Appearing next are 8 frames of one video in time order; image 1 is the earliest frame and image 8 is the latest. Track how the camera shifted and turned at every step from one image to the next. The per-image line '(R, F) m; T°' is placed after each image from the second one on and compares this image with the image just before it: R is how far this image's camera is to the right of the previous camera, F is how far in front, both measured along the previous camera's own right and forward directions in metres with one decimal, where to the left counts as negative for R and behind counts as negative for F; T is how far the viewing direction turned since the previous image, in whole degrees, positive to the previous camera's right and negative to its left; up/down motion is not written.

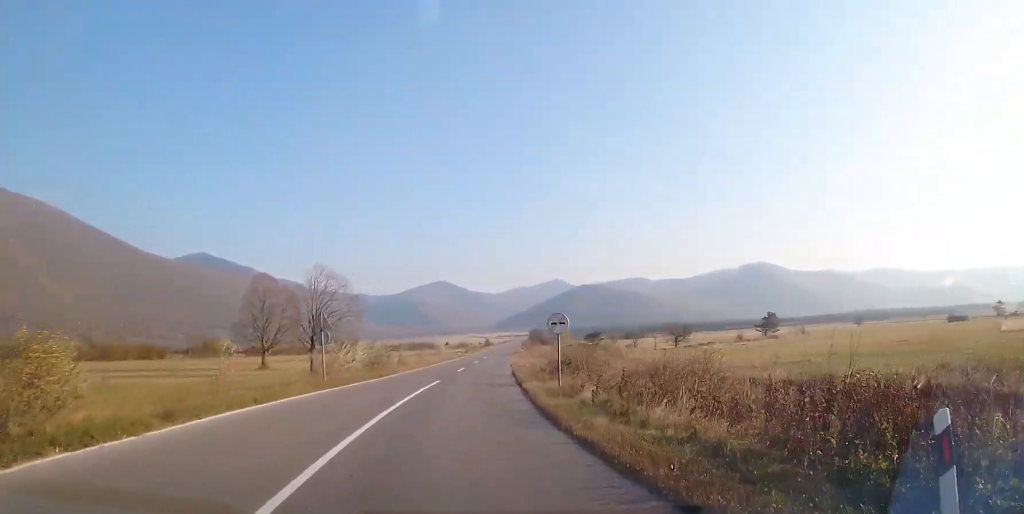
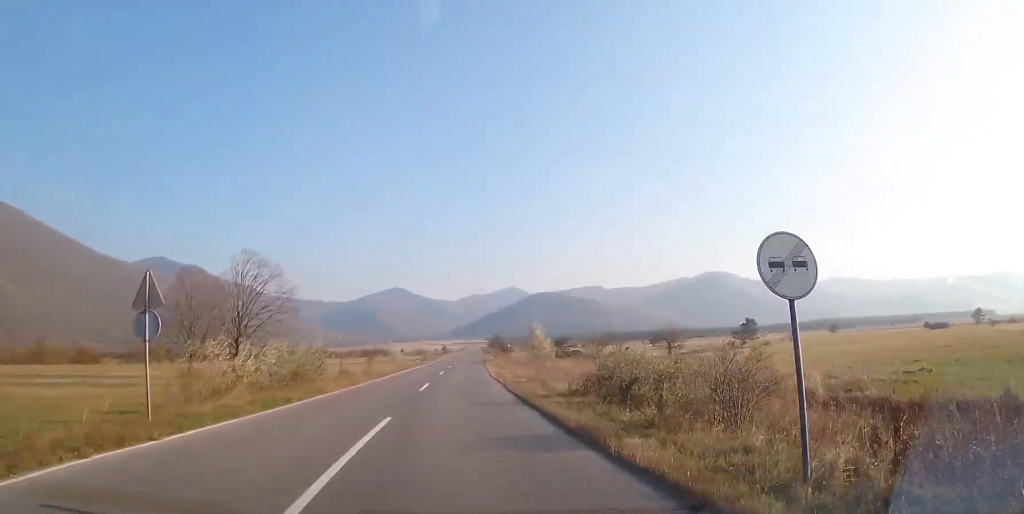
(+0.7, +13.5) m; +4°
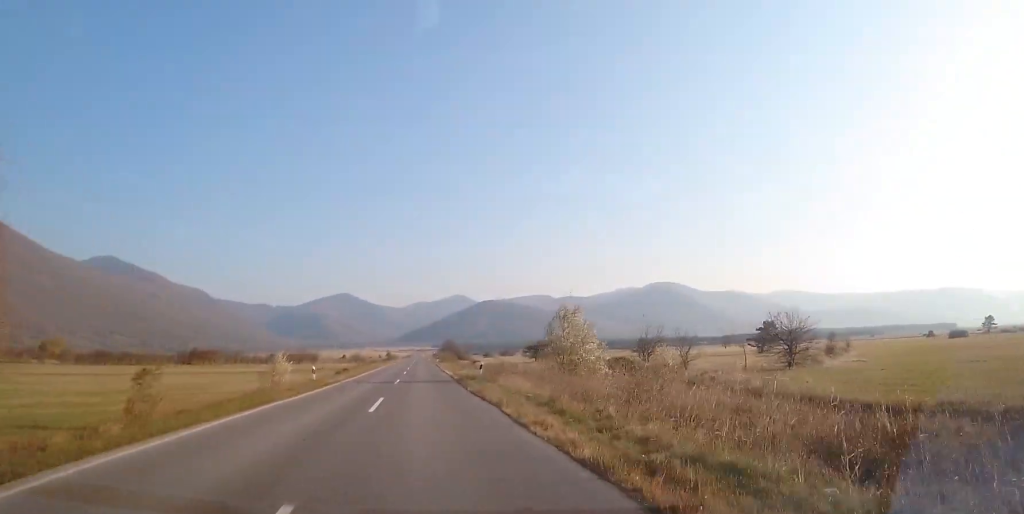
(+2.8, +38.5) m; +5°
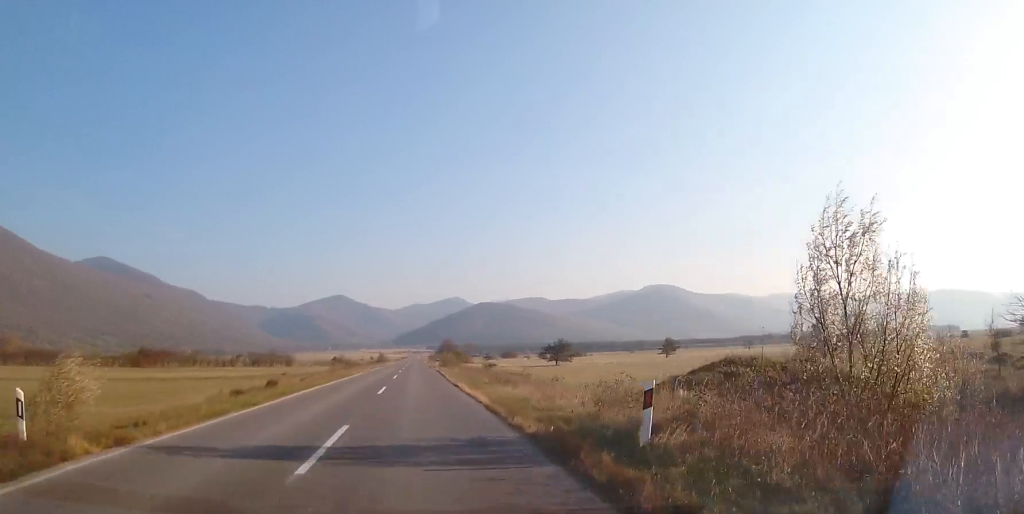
(-0.2, +23.5) m; -1°
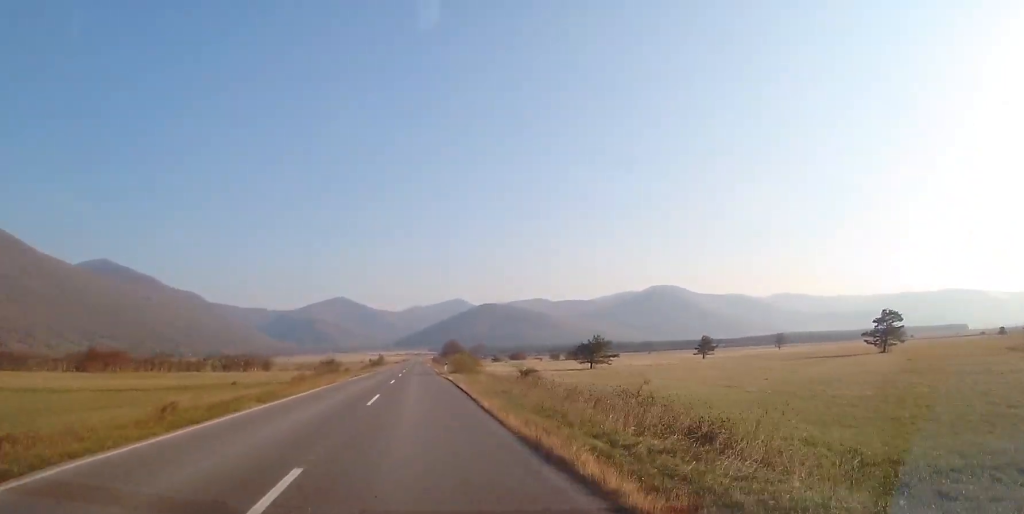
(-0.1, +20.2) m; 0°
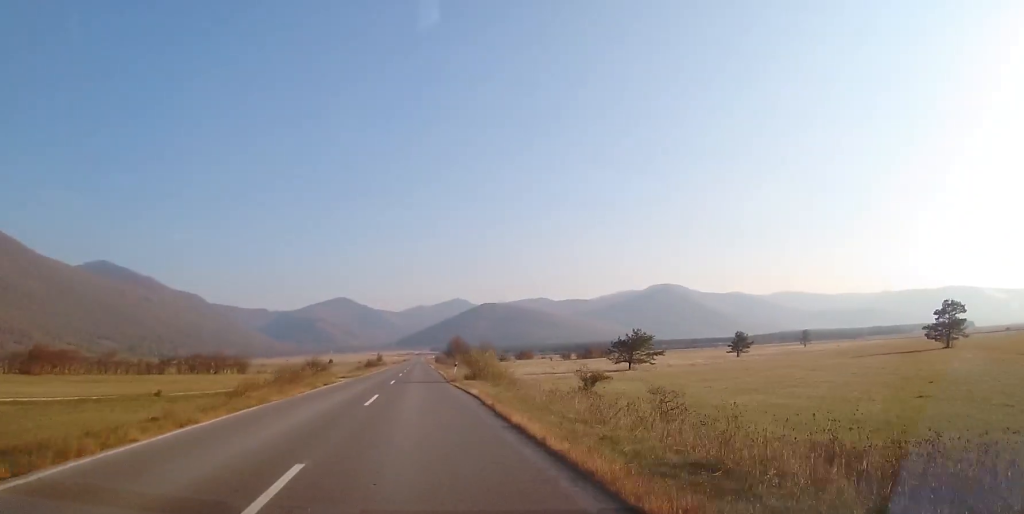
(0.0, +15.5) m; 0°
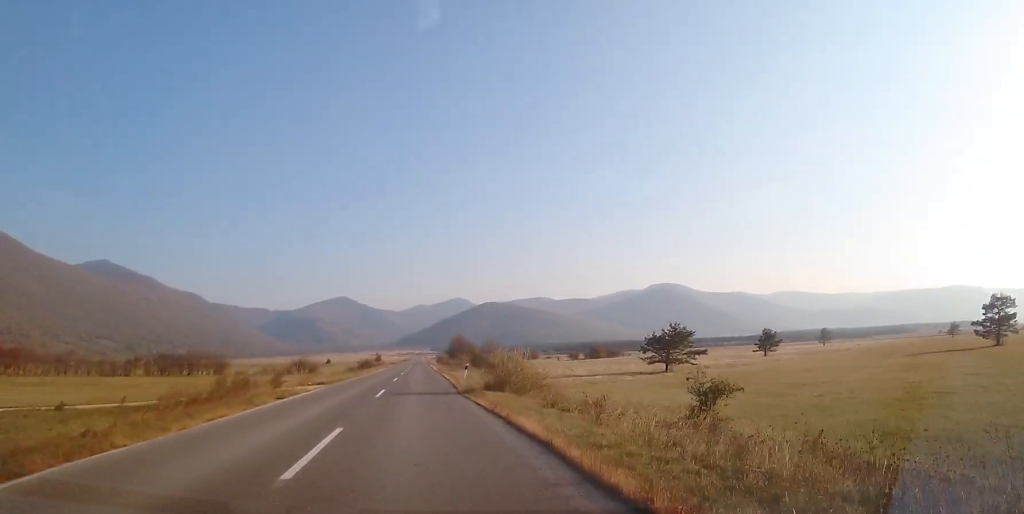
(+0.1, +10.6) m; 0°
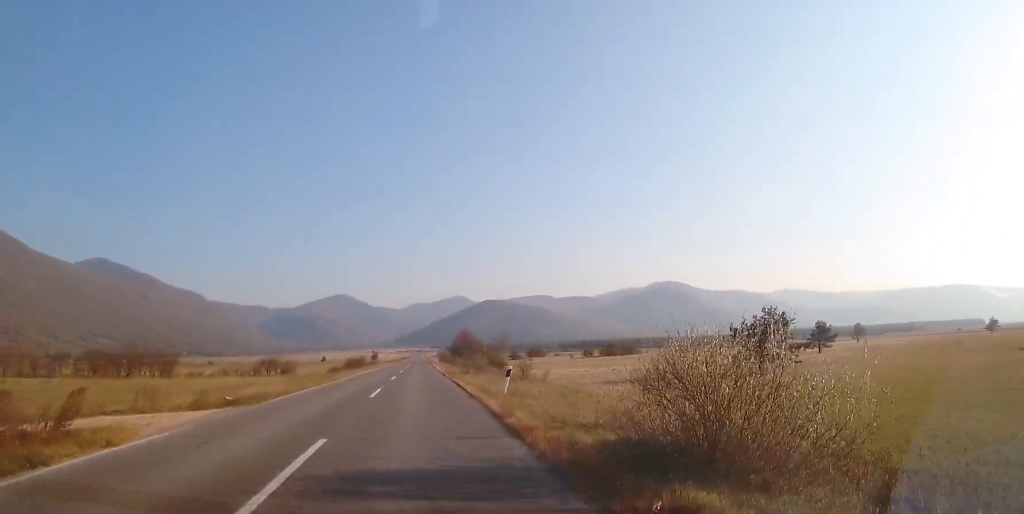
(-0.3, +17.2) m; 0°
